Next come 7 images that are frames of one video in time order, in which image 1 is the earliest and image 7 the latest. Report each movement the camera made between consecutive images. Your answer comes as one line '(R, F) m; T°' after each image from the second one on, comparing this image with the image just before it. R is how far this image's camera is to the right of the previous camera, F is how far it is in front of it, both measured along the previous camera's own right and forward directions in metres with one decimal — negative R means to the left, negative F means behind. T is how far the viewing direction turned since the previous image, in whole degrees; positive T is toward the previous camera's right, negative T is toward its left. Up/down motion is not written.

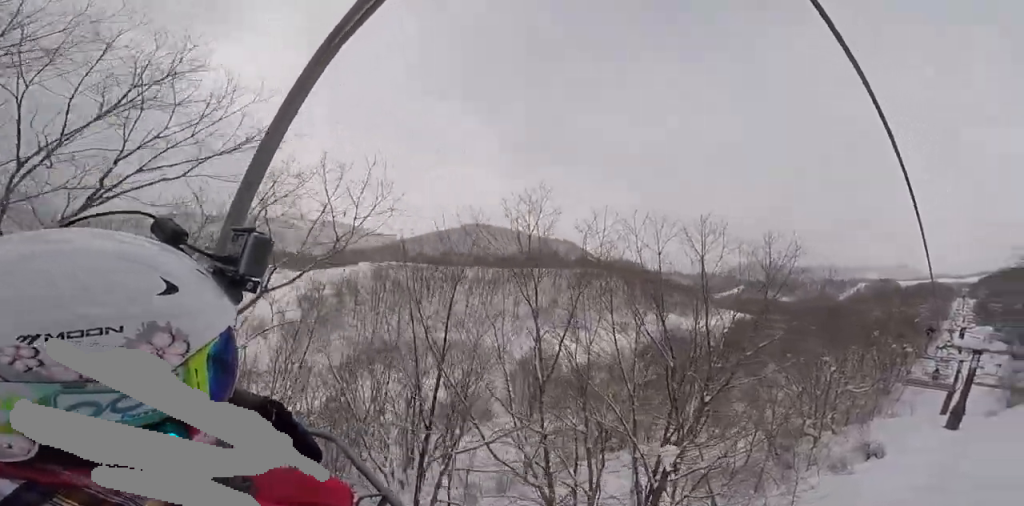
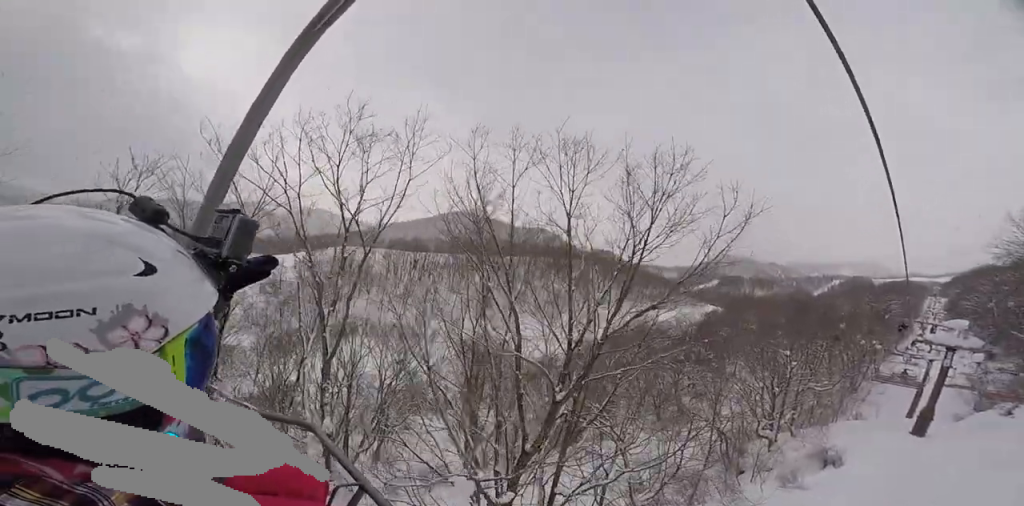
(+0.3, +5.1) m; +3°
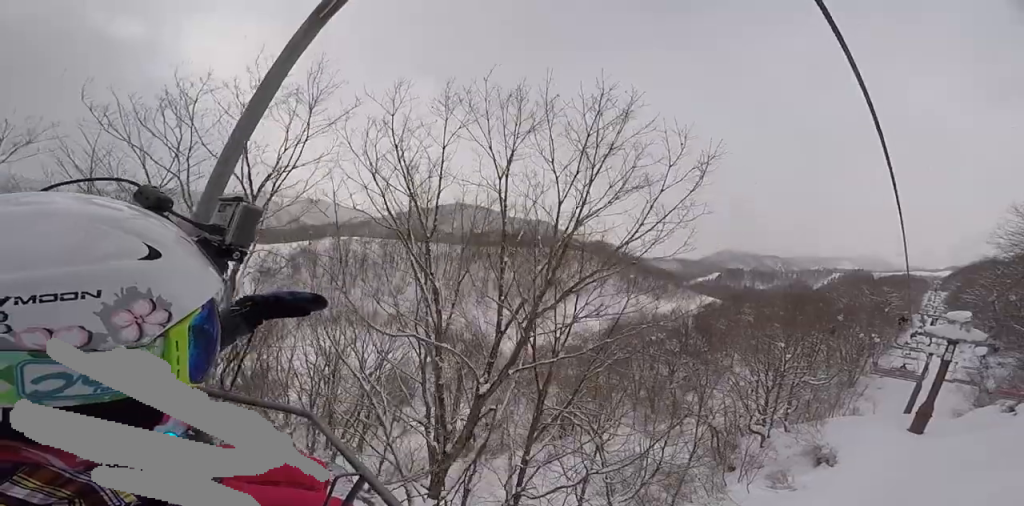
(0.0, +1.8) m; -1°
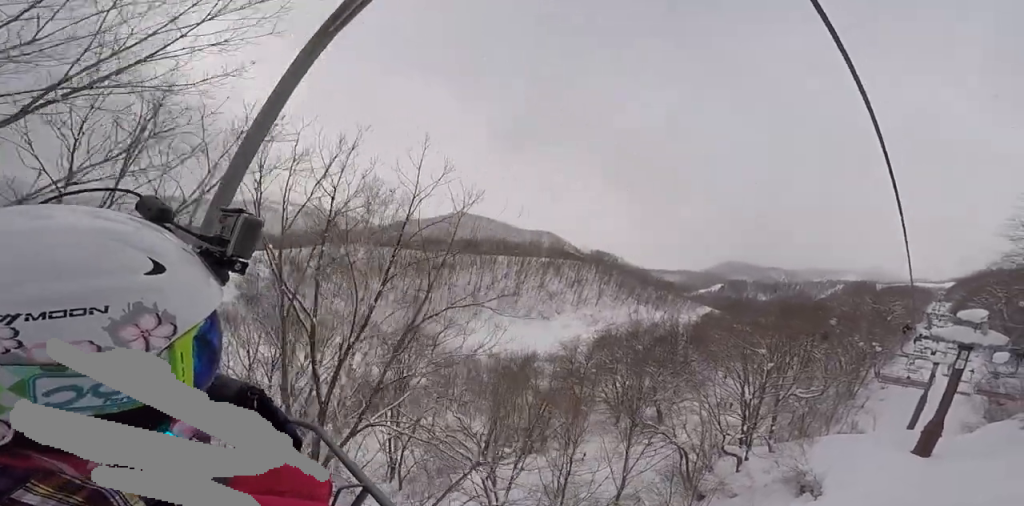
(-0.4, +7.0) m; +1°
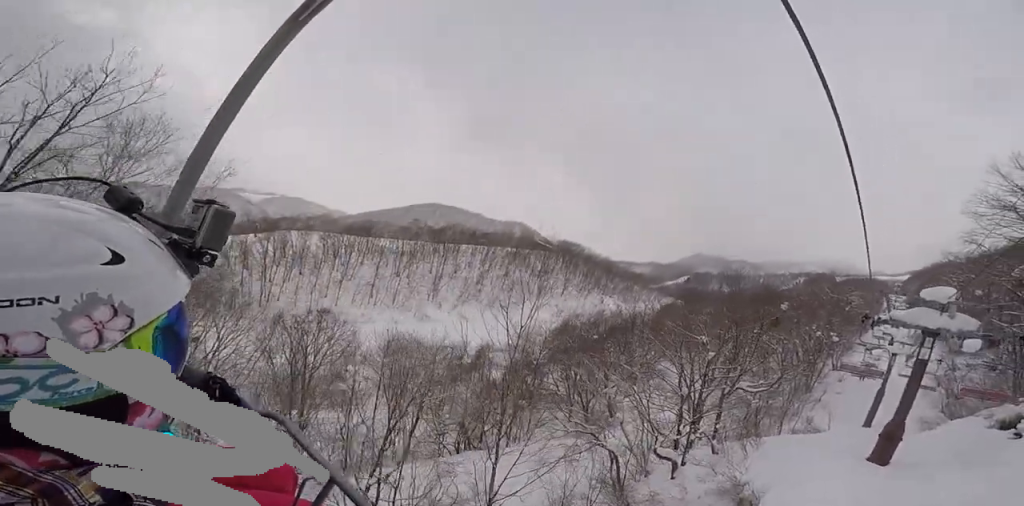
(+0.5, +5.6) m; +3°
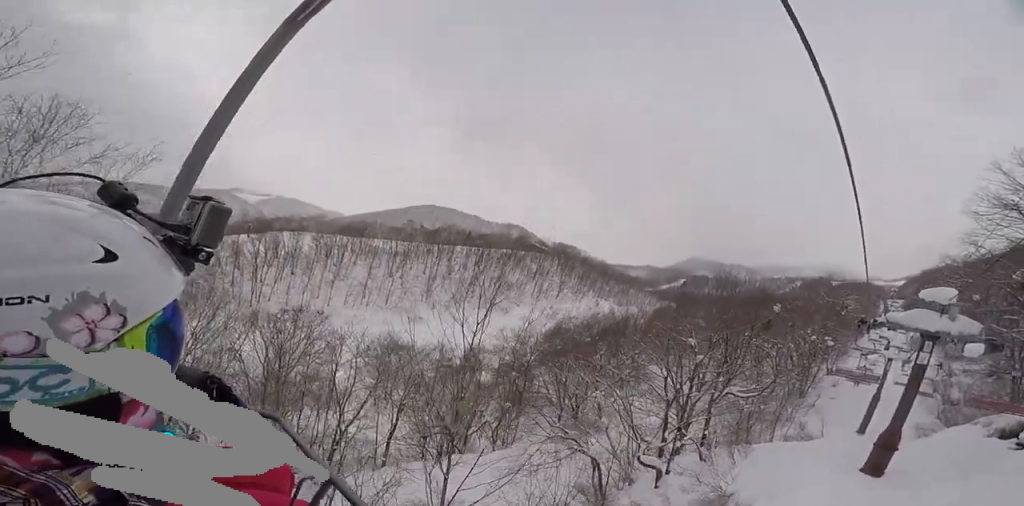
(0.0, +1.6) m; -2°
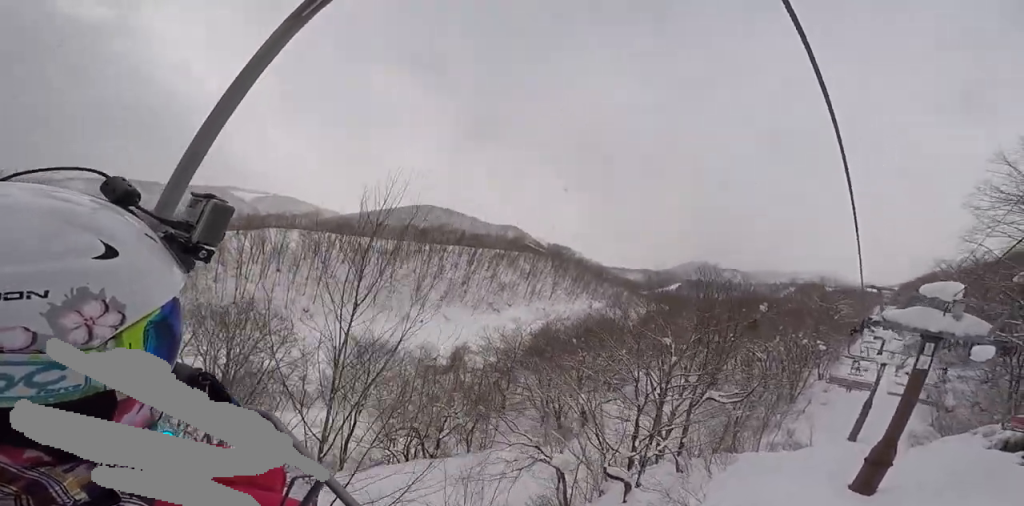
(-0.2, +3.3) m; -1°
